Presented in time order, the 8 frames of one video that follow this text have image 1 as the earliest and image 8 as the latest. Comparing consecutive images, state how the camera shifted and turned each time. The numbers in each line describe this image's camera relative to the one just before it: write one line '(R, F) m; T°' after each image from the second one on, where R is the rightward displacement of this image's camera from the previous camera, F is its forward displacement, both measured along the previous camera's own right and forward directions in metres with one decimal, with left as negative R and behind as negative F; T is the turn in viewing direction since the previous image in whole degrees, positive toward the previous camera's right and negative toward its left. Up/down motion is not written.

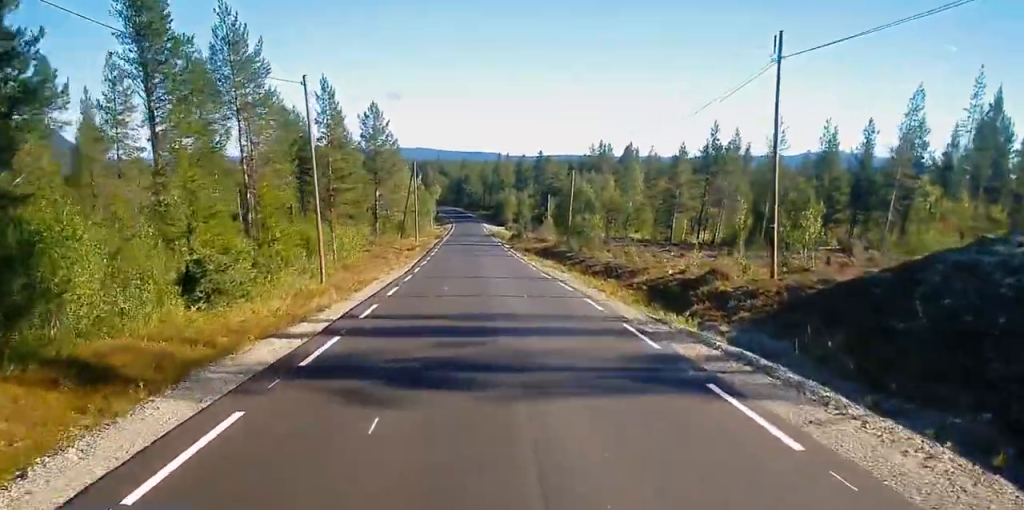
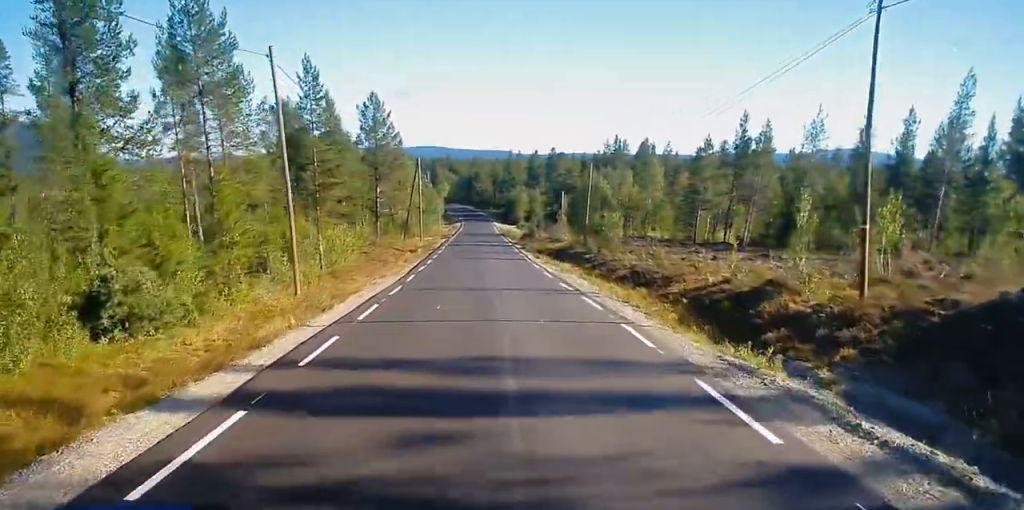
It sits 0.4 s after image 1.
(0.0, +5.7) m; -1°
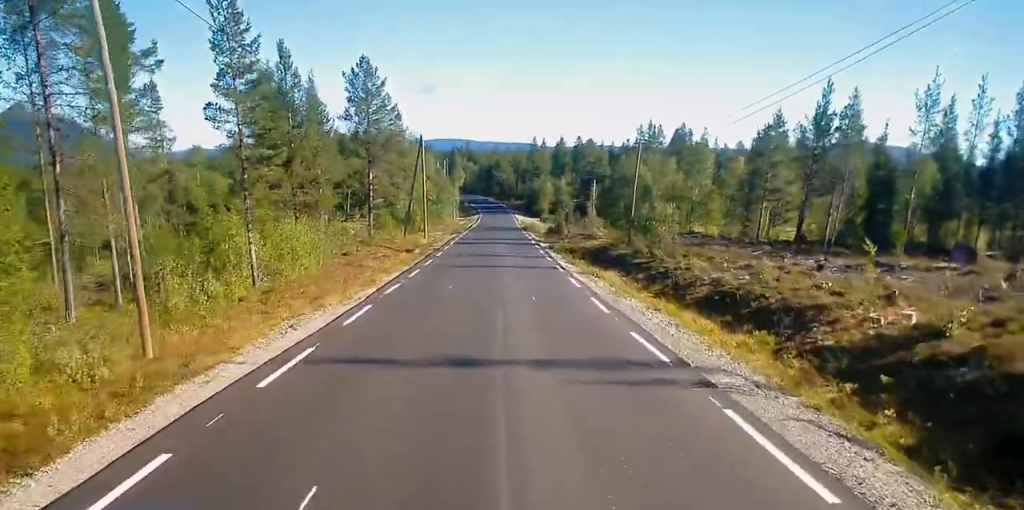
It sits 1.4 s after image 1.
(-0.2, +13.6) m; -2°
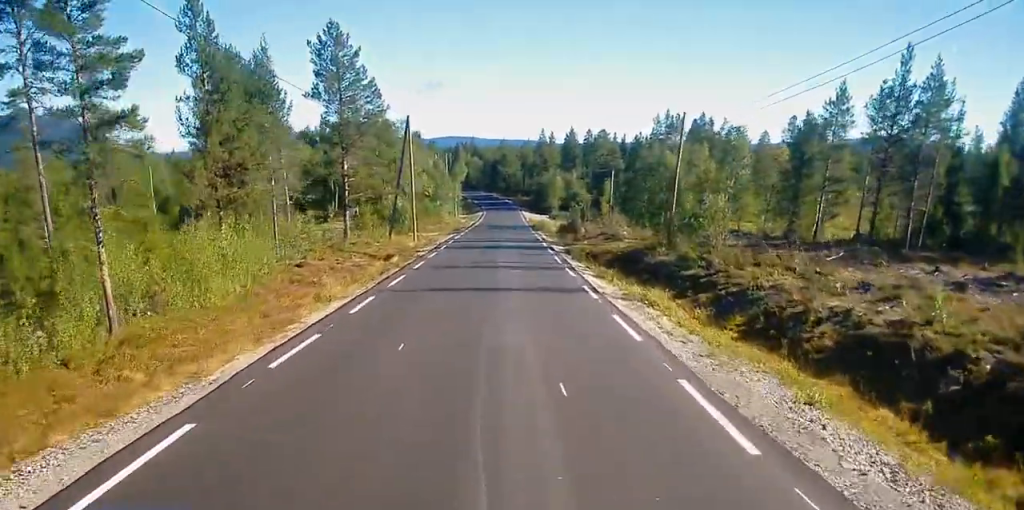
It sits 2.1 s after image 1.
(-0.2, +10.9) m; -1°
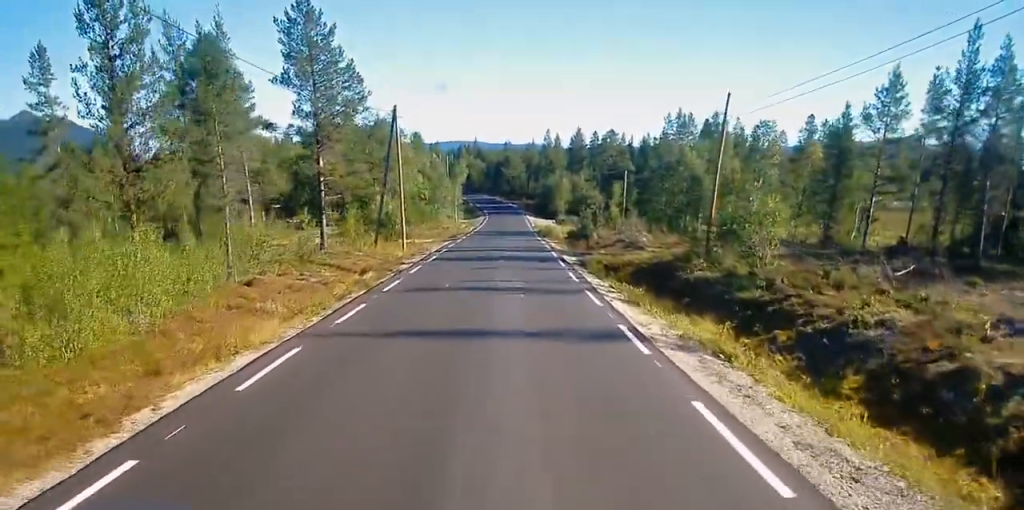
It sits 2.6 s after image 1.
(0.0, +7.1) m; 0°
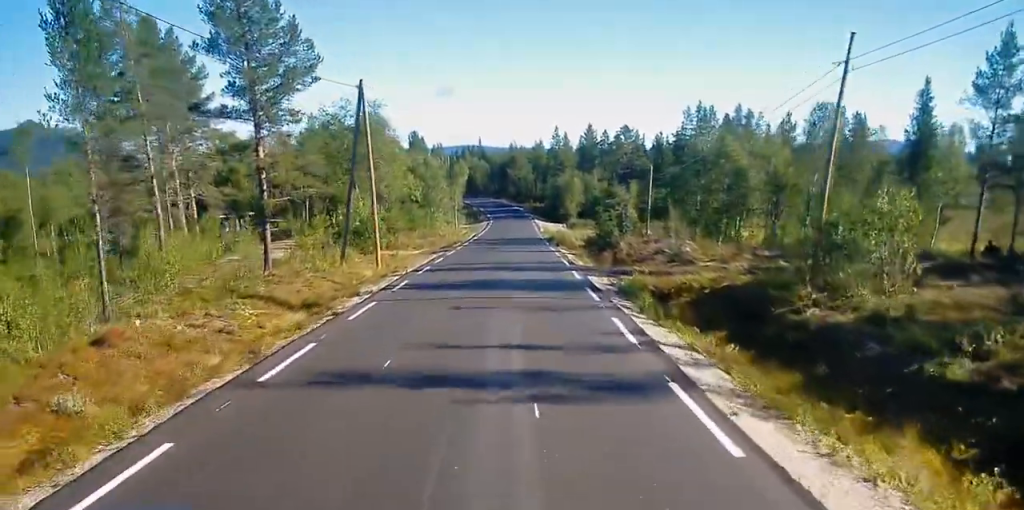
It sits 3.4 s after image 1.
(0.0, +11.0) m; -1°
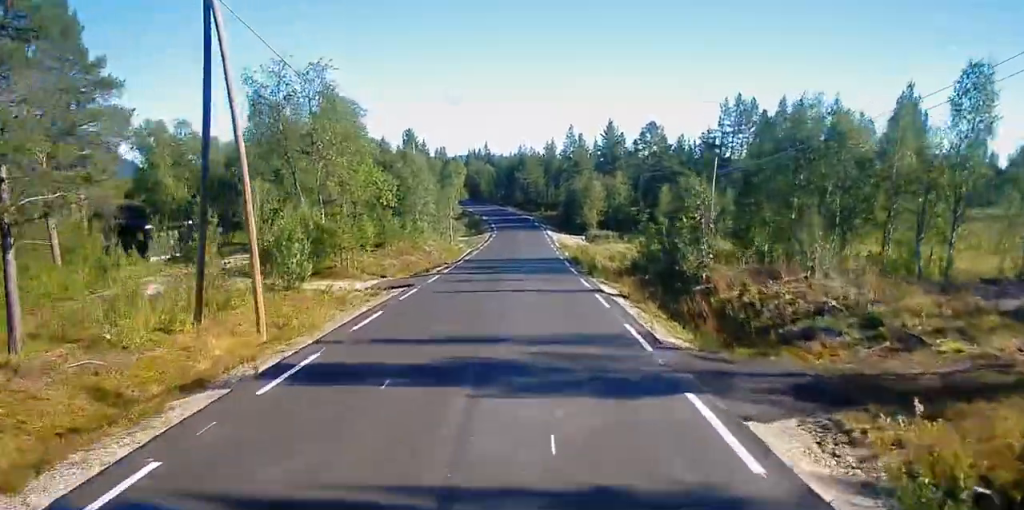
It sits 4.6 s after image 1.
(-0.2, +18.4) m; -1°
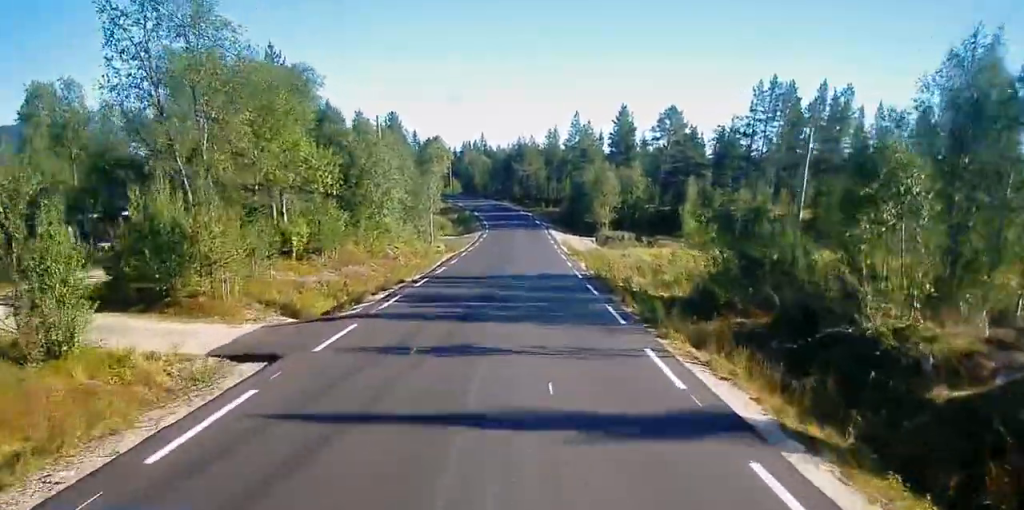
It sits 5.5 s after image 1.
(0.0, +15.2) m; 0°
